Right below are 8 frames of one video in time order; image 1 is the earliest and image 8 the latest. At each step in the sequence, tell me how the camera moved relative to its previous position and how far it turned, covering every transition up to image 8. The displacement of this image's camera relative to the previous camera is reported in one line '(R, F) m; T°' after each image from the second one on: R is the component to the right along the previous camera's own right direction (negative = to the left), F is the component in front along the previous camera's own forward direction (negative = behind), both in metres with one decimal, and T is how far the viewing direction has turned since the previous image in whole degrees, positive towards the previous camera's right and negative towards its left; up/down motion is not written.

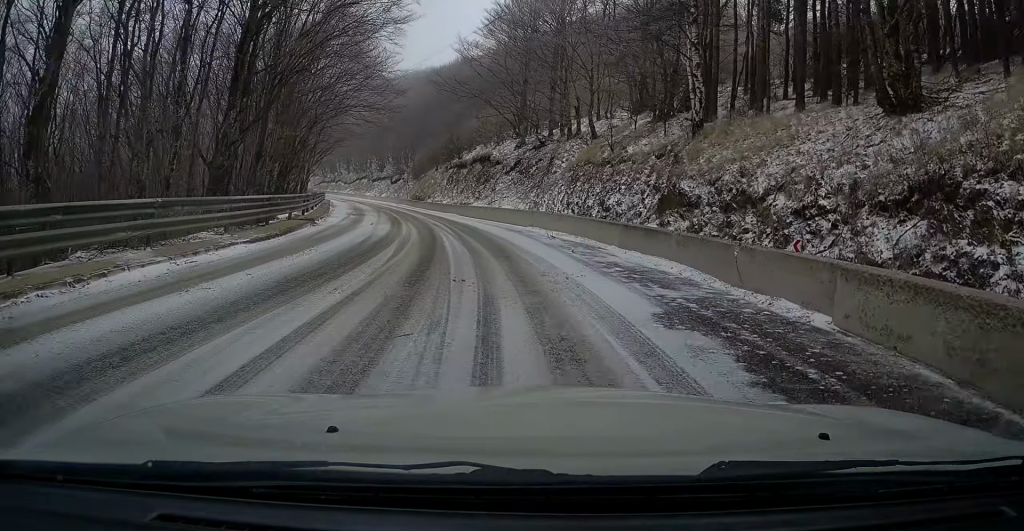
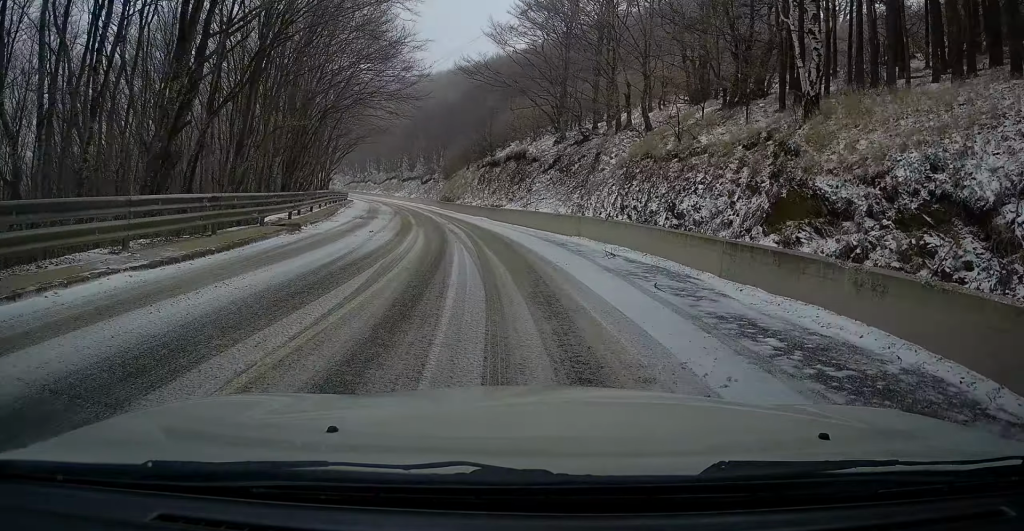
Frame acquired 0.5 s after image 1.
(-0.3, +4.9) m; -4°
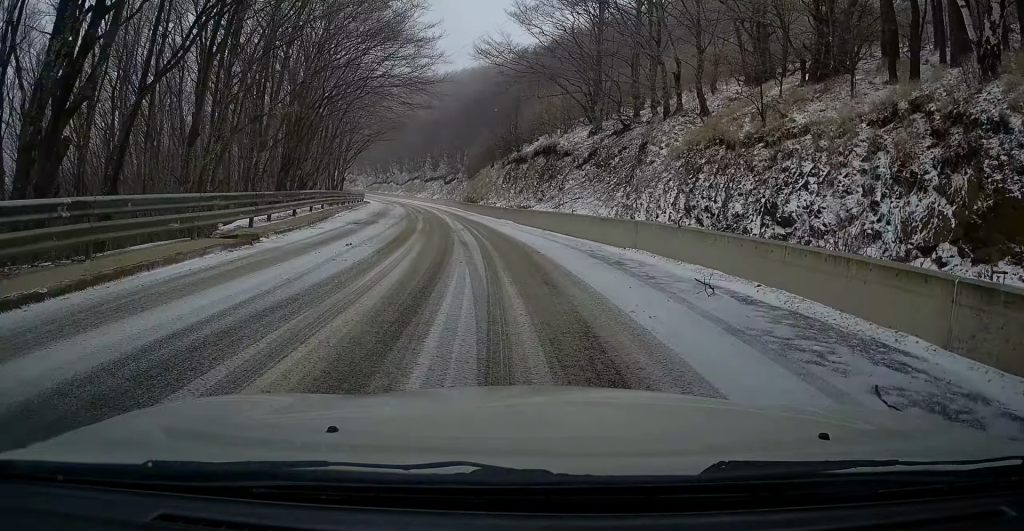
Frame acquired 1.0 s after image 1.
(0.0, +4.6) m; -4°
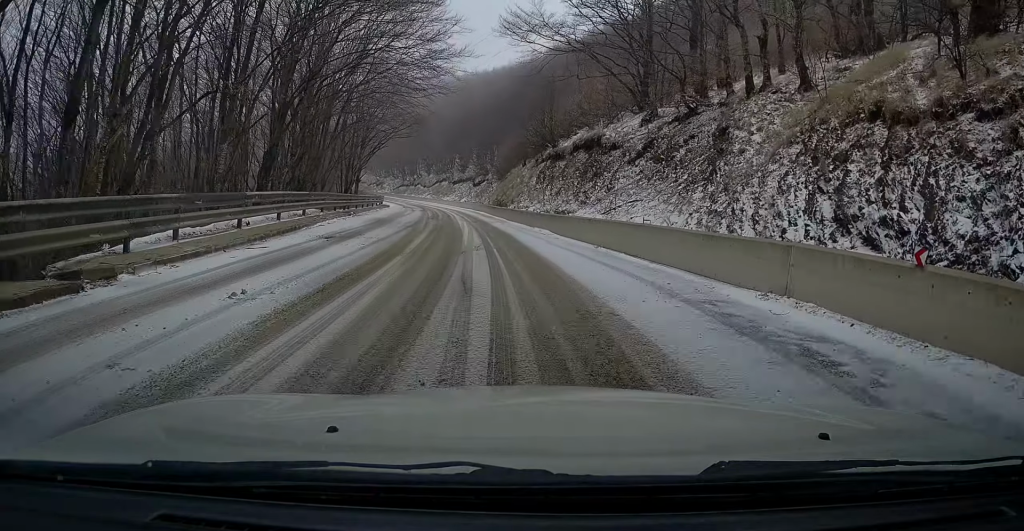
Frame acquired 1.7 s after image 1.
(-0.4, +5.7) m; -4°
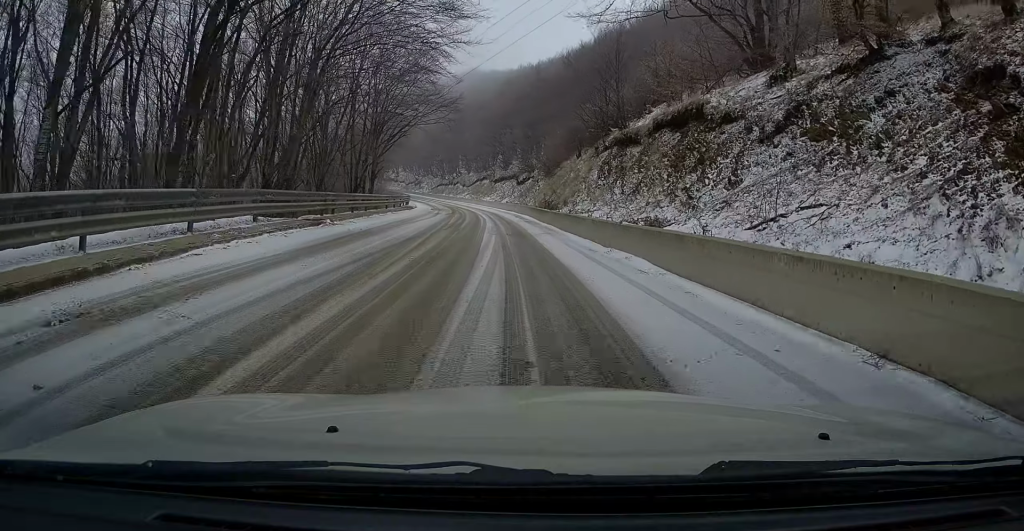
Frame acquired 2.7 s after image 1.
(-0.4, +9.1) m; -6°
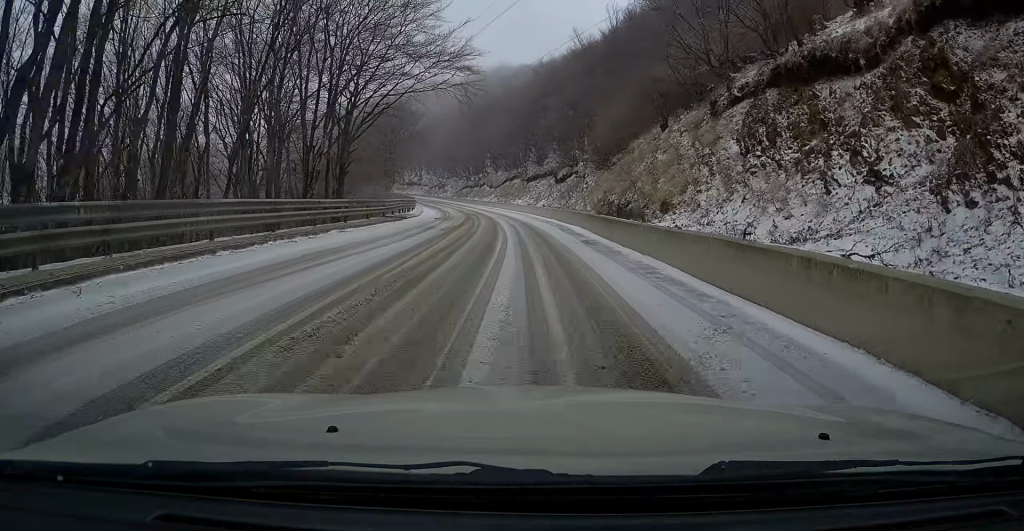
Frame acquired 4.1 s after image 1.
(-0.9, +14.3) m; -3°
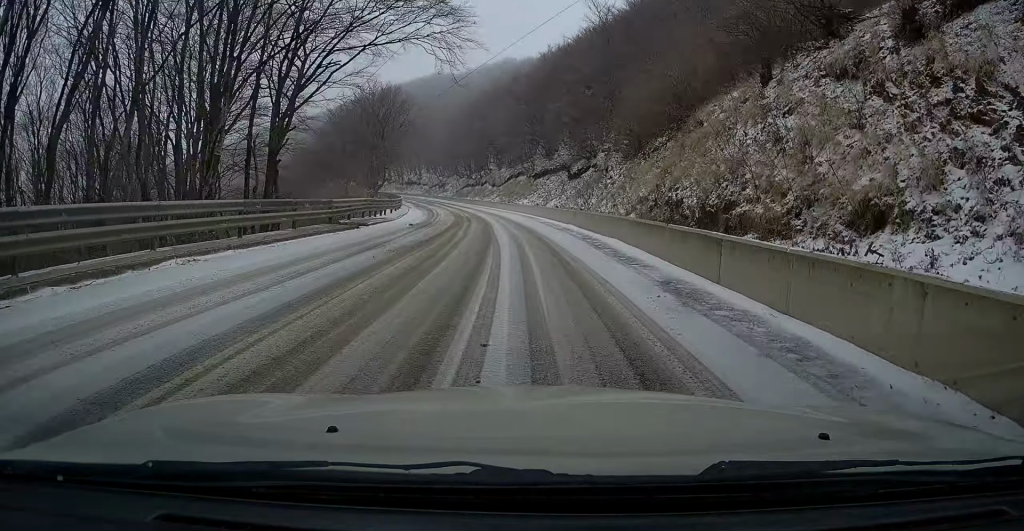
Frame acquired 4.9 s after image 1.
(+0.3, +9.4) m; 0°
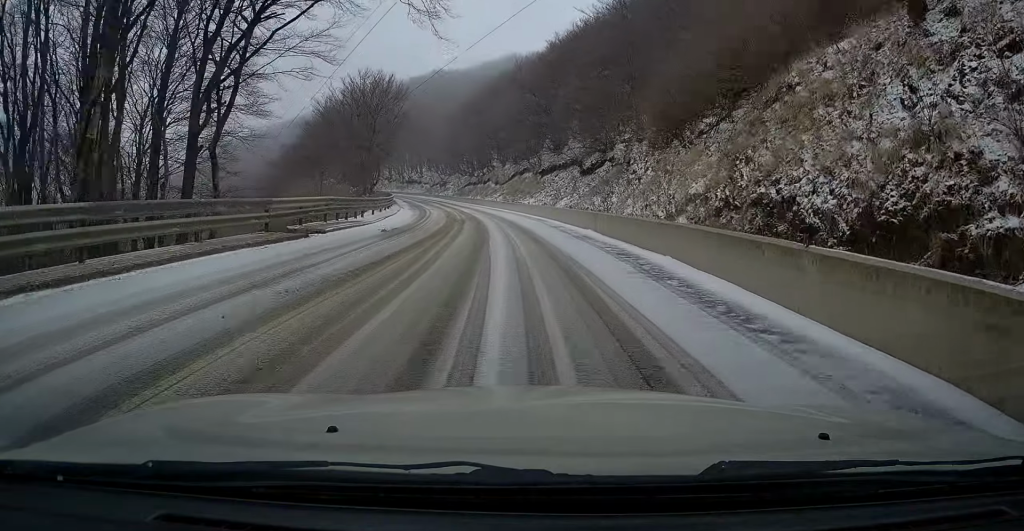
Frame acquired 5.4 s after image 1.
(-0.2, +5.9) m; -2°
